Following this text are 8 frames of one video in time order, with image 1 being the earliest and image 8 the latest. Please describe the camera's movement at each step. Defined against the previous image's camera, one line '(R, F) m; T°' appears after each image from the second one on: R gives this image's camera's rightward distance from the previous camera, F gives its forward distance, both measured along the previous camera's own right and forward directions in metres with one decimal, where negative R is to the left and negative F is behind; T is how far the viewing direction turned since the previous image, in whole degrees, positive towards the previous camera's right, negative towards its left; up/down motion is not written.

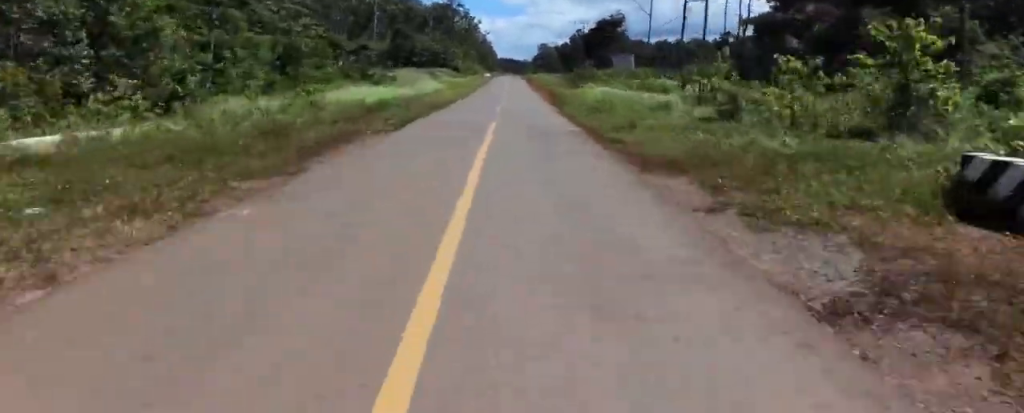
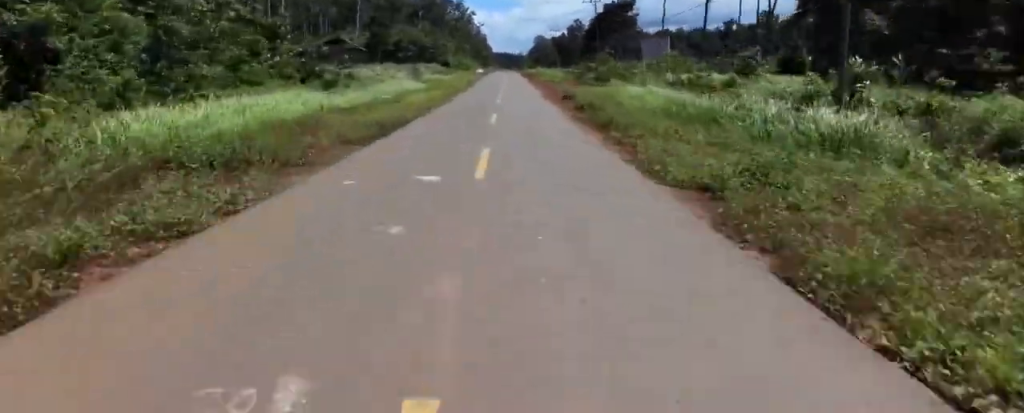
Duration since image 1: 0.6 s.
(+0.1, +14.2) m; 0°
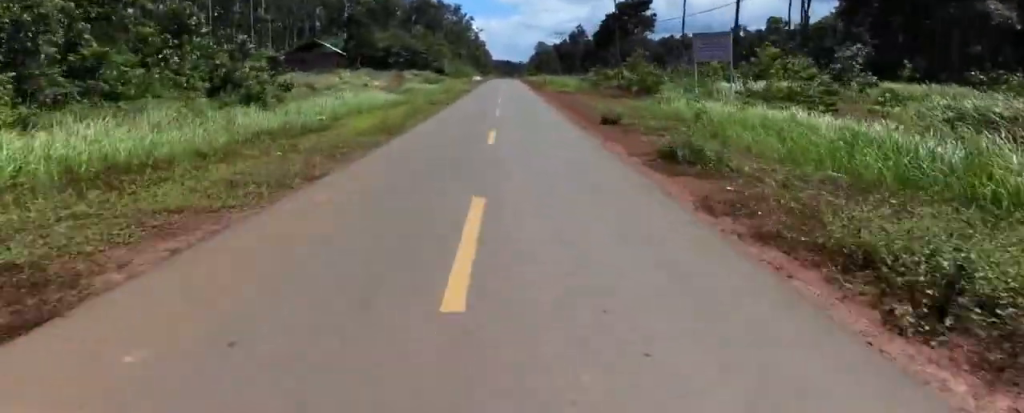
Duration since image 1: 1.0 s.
(0.0, +11.9) m; 0°
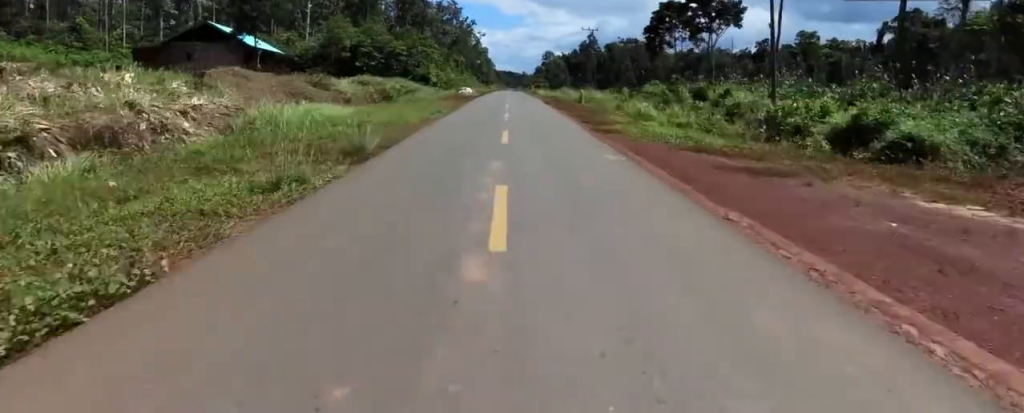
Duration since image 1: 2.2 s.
(-0.3, +30.8) m; -1°
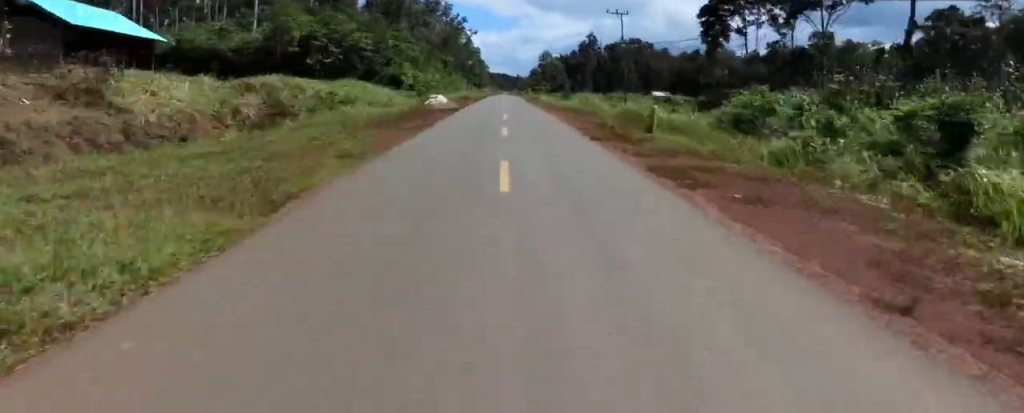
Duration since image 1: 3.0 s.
(-0.1, +20.7) m; +2°
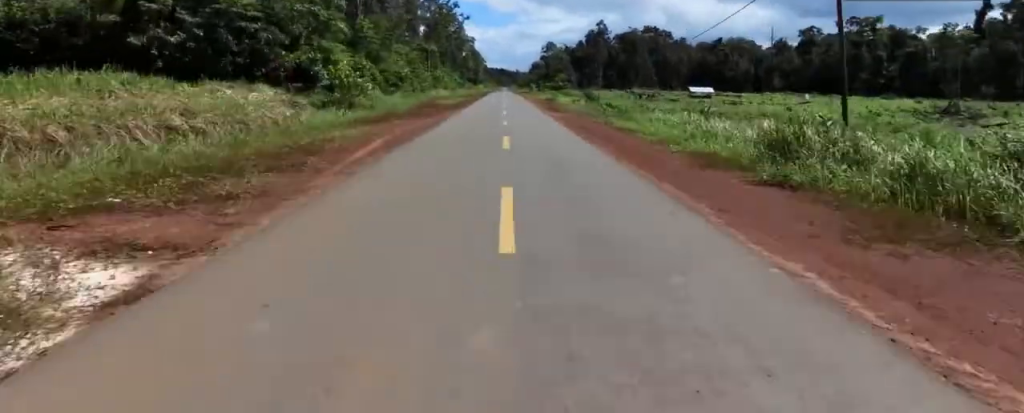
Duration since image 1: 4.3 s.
(+1.6, +34.5) m; +1°
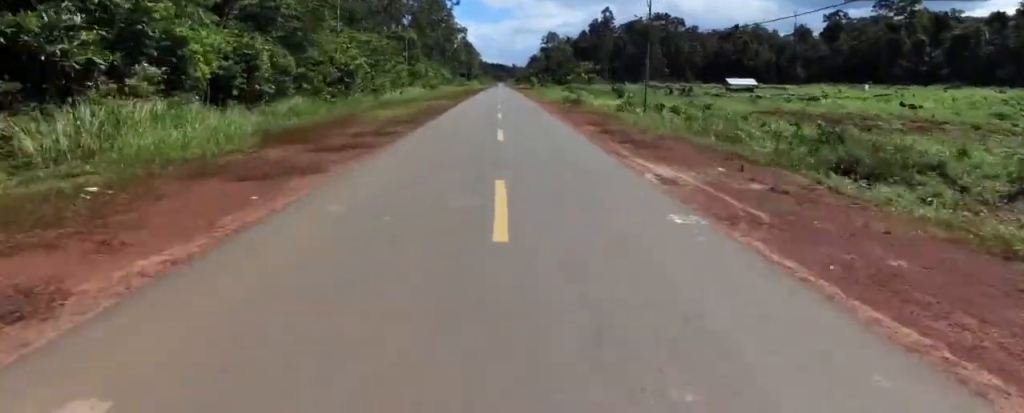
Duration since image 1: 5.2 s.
(-1.2, +24.8) m; 0°
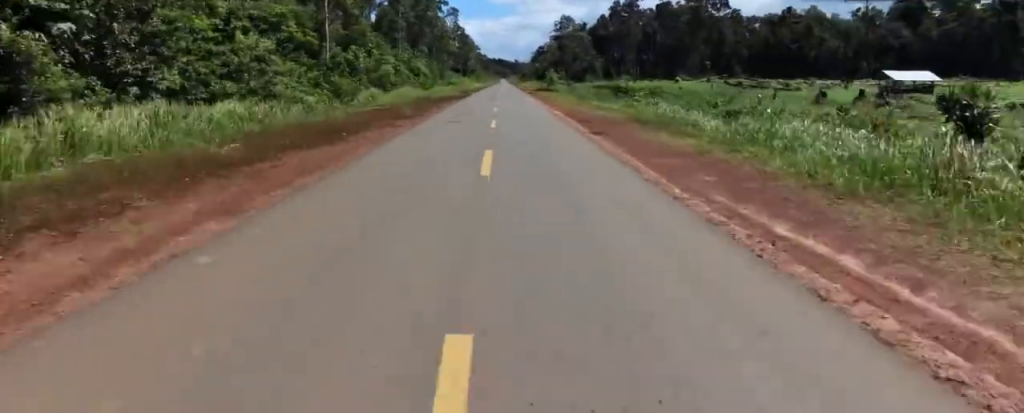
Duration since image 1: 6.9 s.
(+0.4, +45.2) m; -1°
